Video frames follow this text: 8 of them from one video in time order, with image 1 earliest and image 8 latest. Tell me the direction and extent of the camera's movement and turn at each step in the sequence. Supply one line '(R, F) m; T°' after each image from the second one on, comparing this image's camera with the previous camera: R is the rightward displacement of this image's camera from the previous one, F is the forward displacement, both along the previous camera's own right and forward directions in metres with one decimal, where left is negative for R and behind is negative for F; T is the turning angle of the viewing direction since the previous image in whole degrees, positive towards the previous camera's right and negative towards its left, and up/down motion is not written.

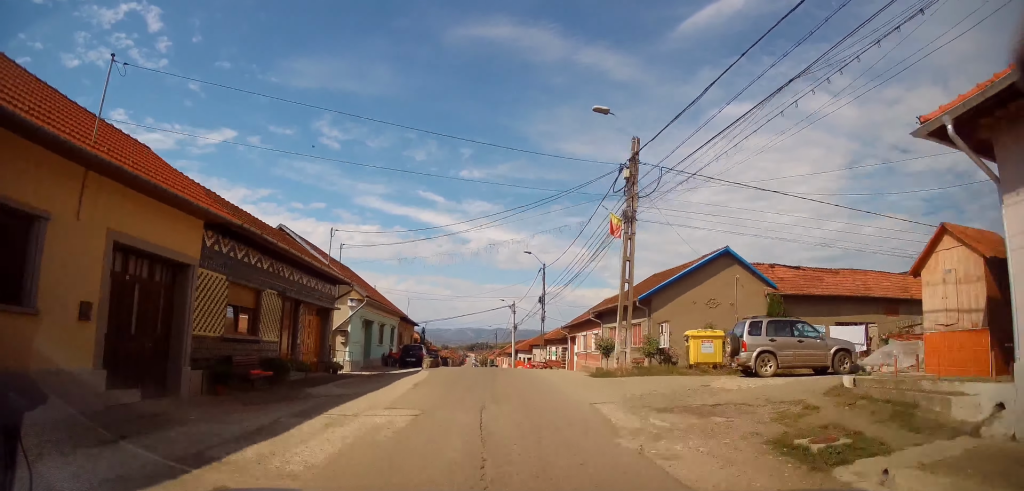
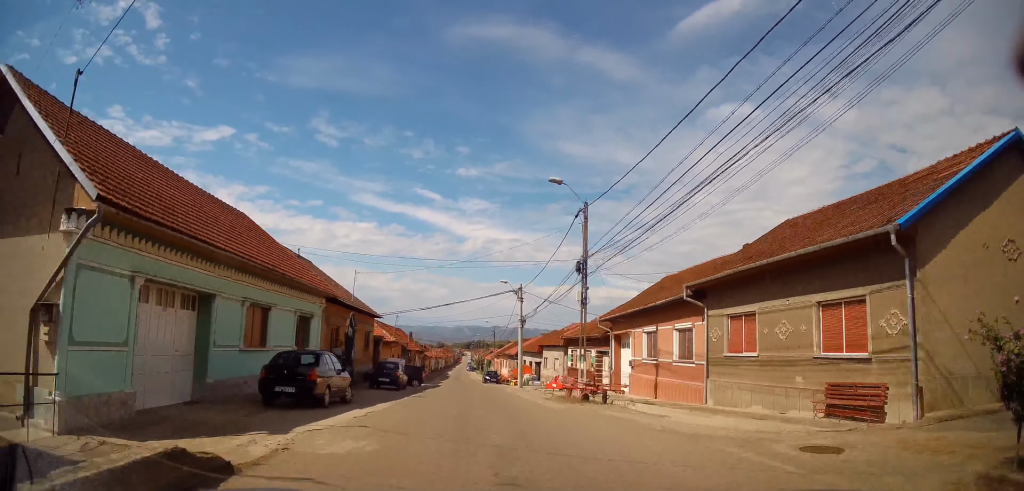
(-0.2, +19.3) m; 0°
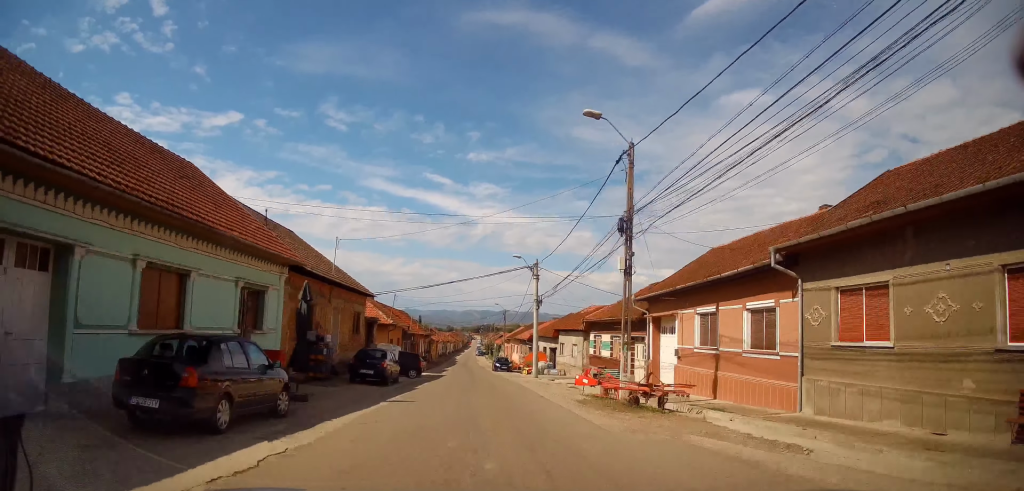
(+0.1, +6.2) m; 0°
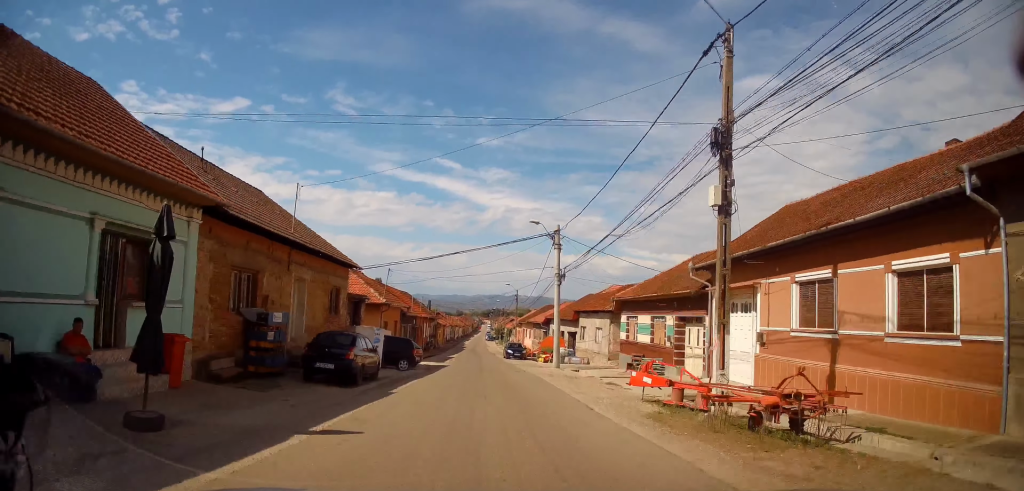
(-0.1, +6.8) m; 0°
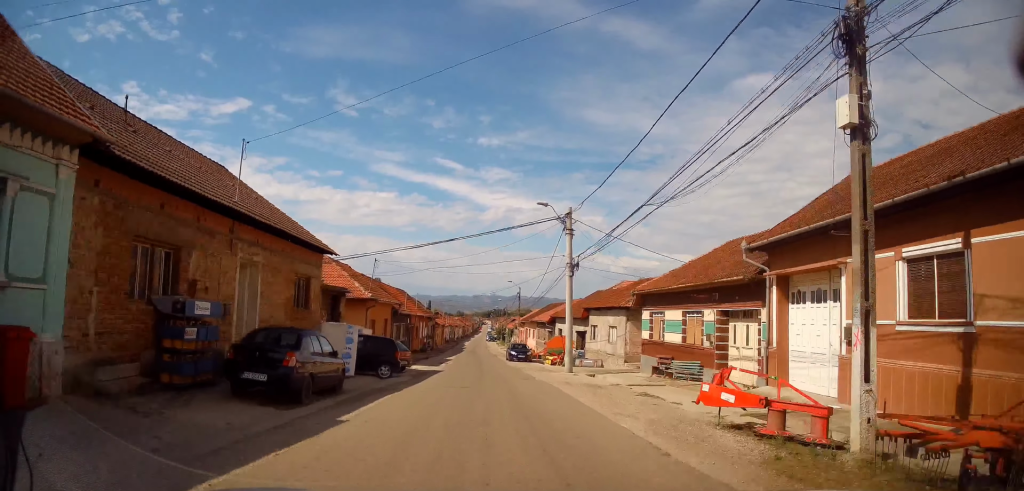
(0.0, +4.4) m; 0°
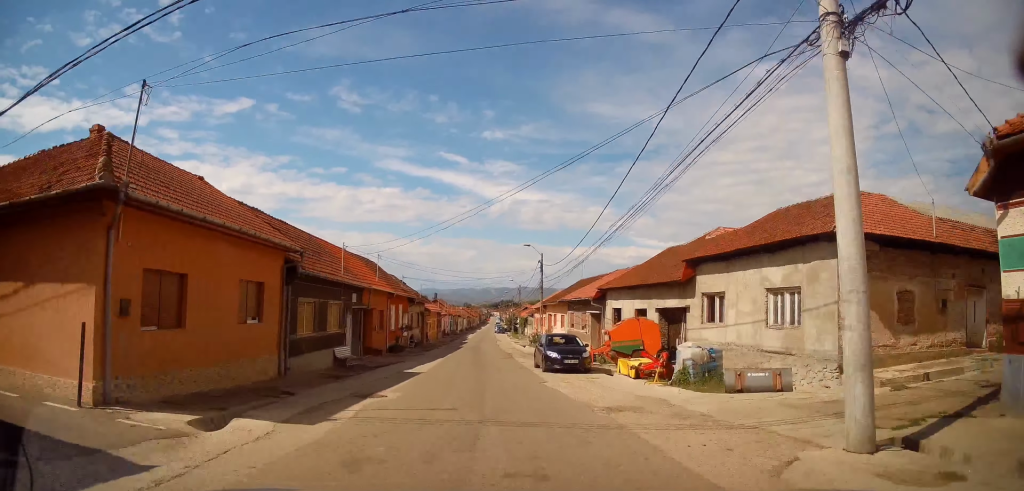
(-0.5, +21.4) m; -1°
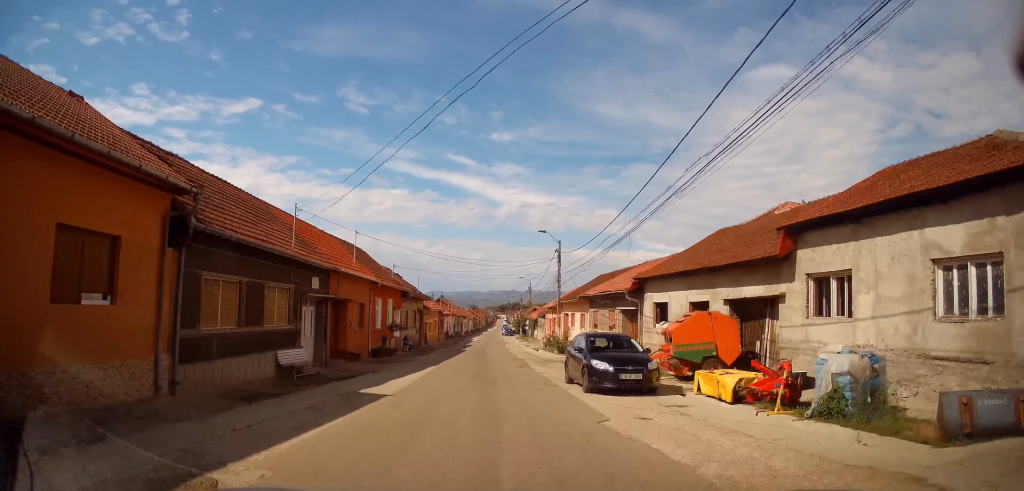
(+0.4, +7.3) m; -1°
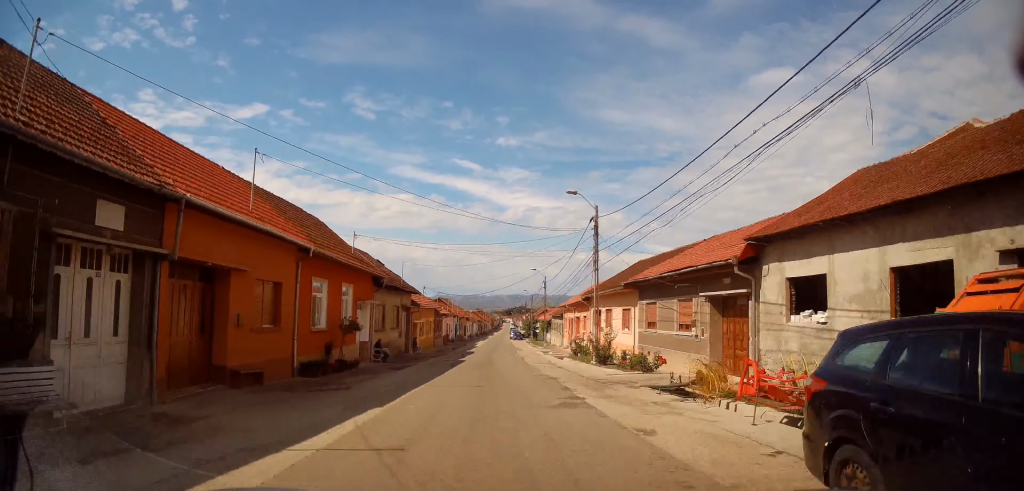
(-0.5, +12.0) m; -2°
